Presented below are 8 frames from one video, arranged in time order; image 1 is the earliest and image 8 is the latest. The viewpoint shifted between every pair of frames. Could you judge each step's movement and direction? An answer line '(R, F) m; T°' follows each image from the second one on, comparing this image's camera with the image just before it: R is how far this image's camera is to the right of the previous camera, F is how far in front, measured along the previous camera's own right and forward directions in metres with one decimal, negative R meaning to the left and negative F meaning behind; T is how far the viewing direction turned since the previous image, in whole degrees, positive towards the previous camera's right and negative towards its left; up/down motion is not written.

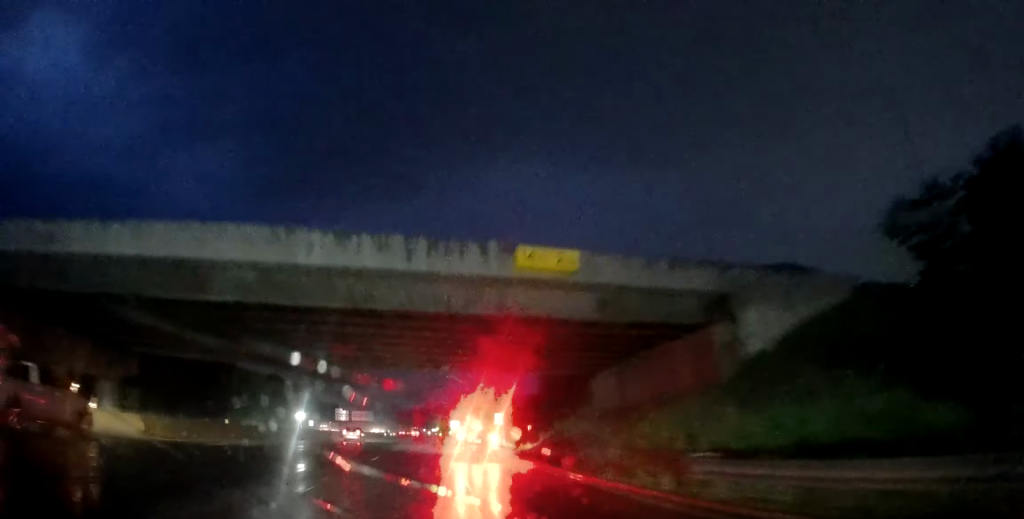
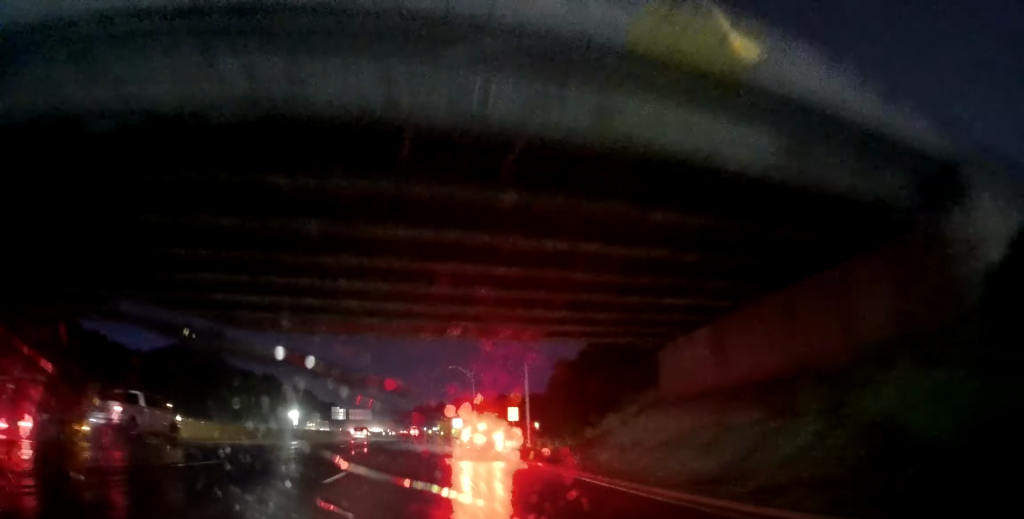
(+0.3, +11.0) m; -1°
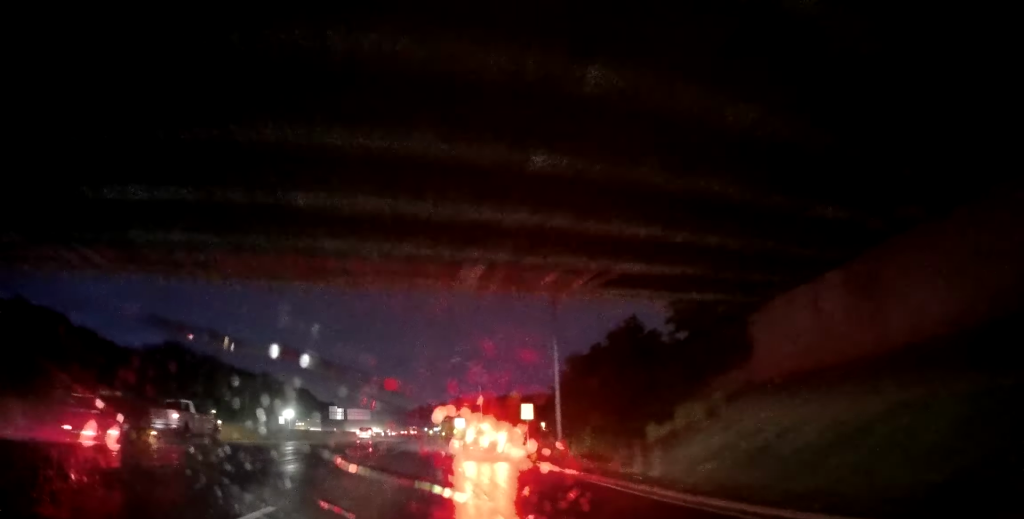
(-0.1, +7.7) m; -1°
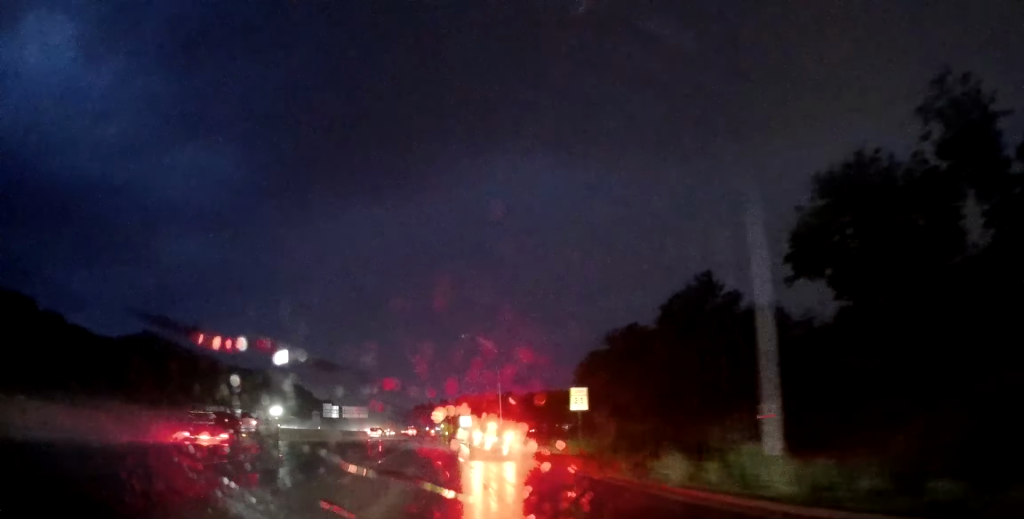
(-0.6, +16.5) m; -1°
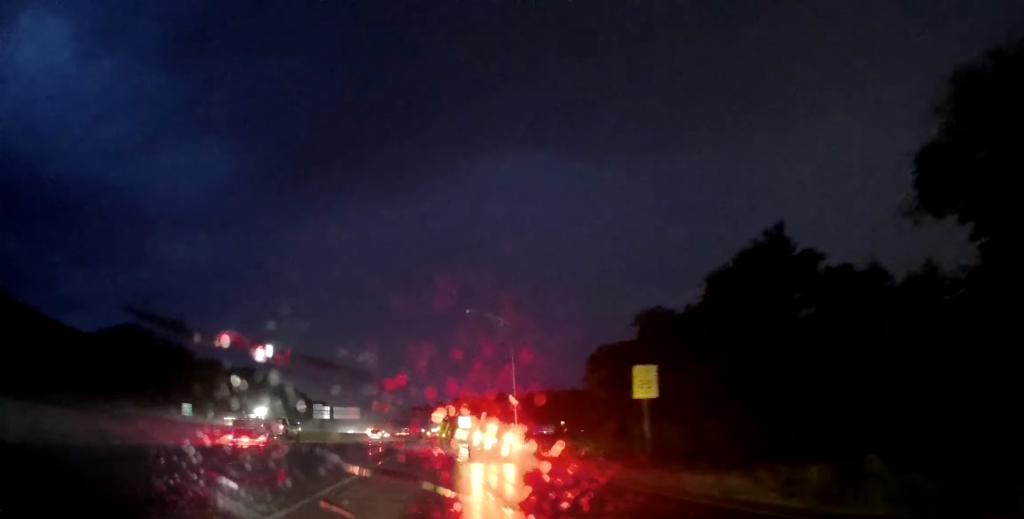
(+0.1, +10.6) m; +1°
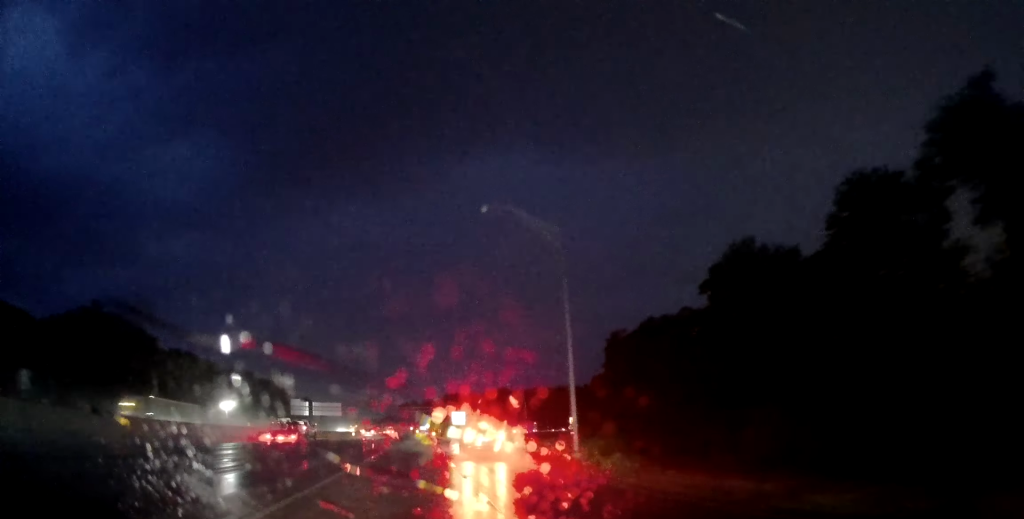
(+0.2, +18.0) m; +1°
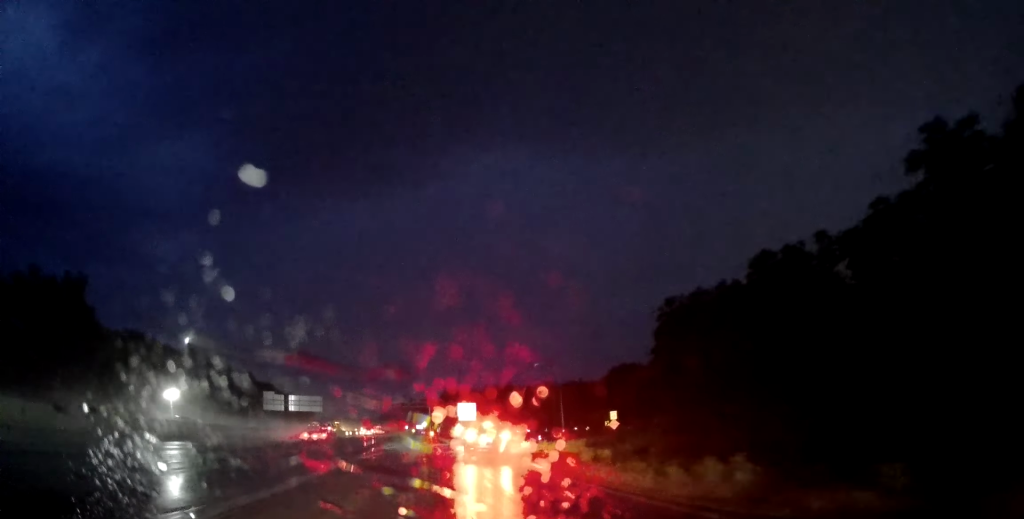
(-0.3, +29.0) m; -1°
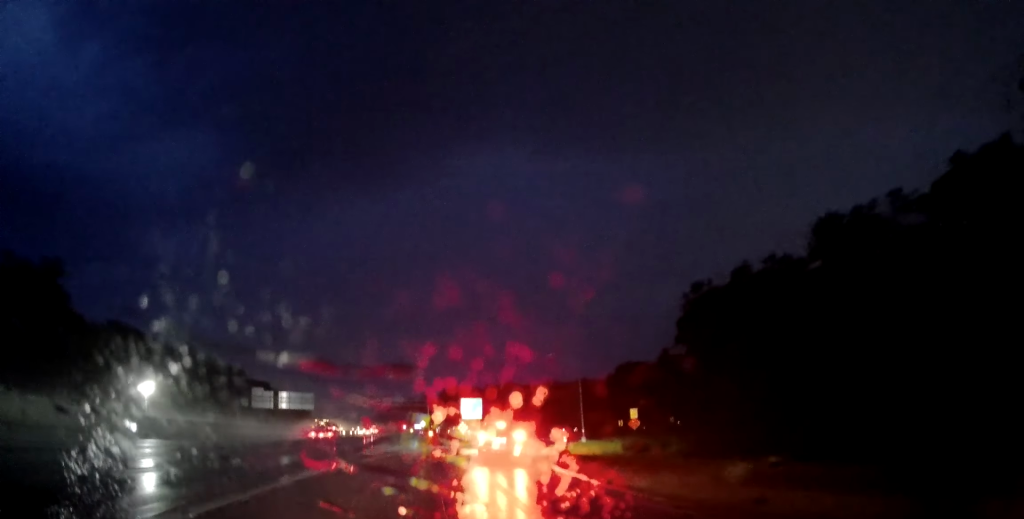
(-0.2, +9.8) m; +1°
